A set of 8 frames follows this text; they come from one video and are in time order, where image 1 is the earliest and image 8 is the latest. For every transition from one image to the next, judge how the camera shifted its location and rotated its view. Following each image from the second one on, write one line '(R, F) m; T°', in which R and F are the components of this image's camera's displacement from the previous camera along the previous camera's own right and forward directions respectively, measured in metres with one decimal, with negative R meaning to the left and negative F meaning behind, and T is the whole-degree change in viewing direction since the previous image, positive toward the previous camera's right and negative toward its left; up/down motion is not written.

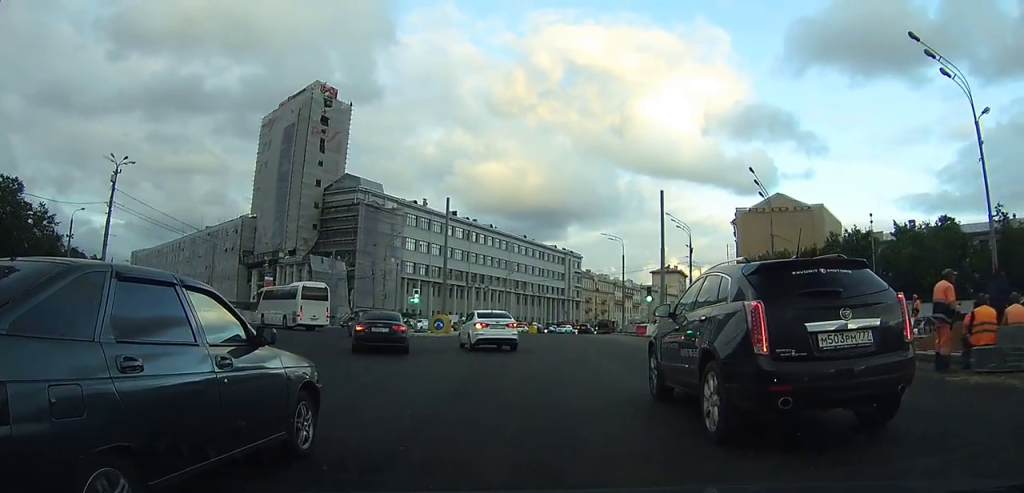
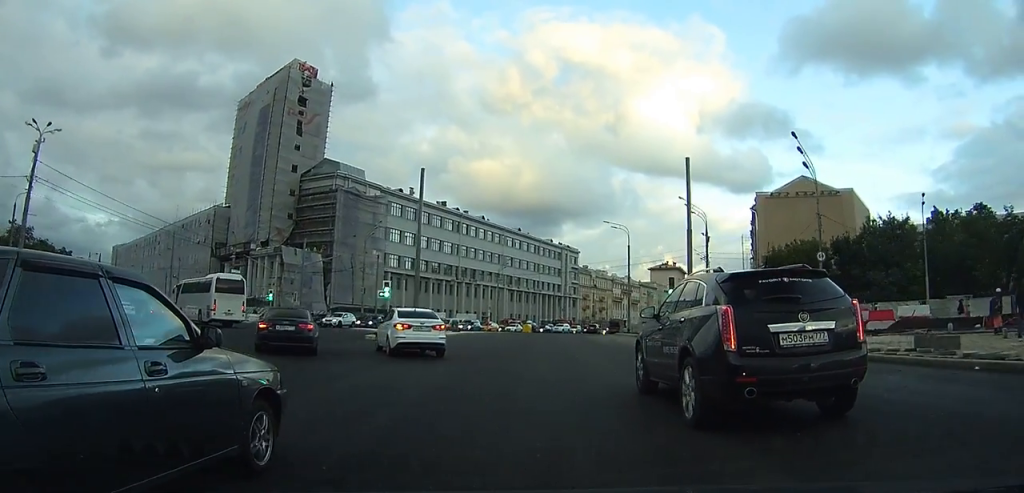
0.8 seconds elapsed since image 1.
(+0.1, +9.6) m; +1°
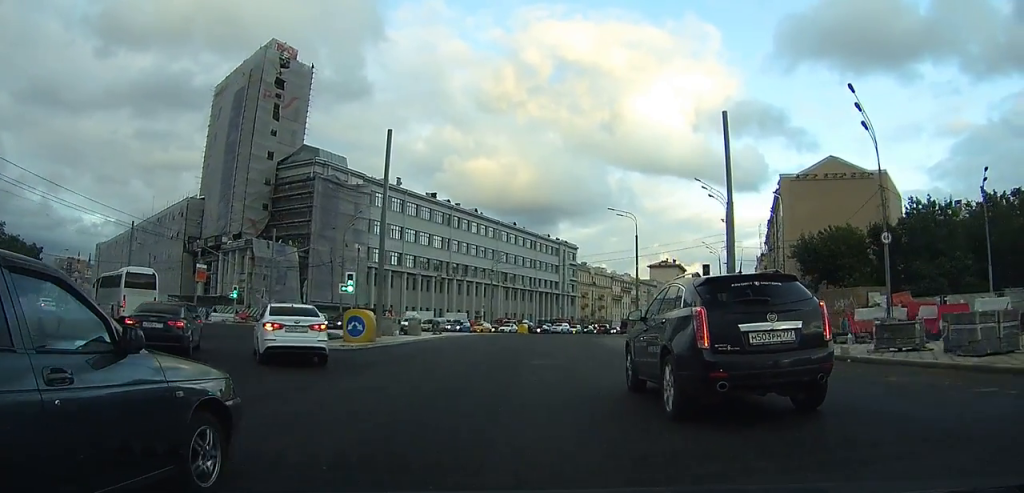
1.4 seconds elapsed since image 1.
(0.0, +8.5) m; 0°
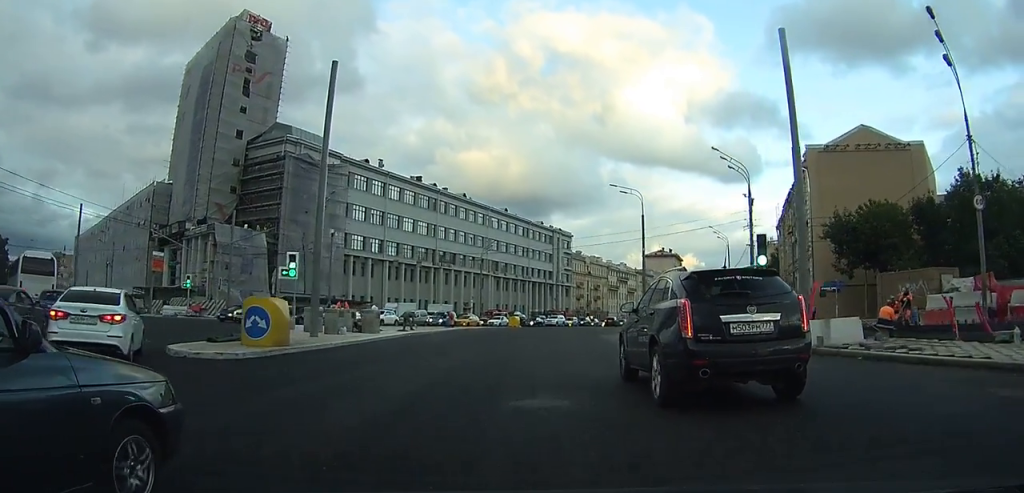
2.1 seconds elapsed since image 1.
(0.0, +8.1) m; 0°
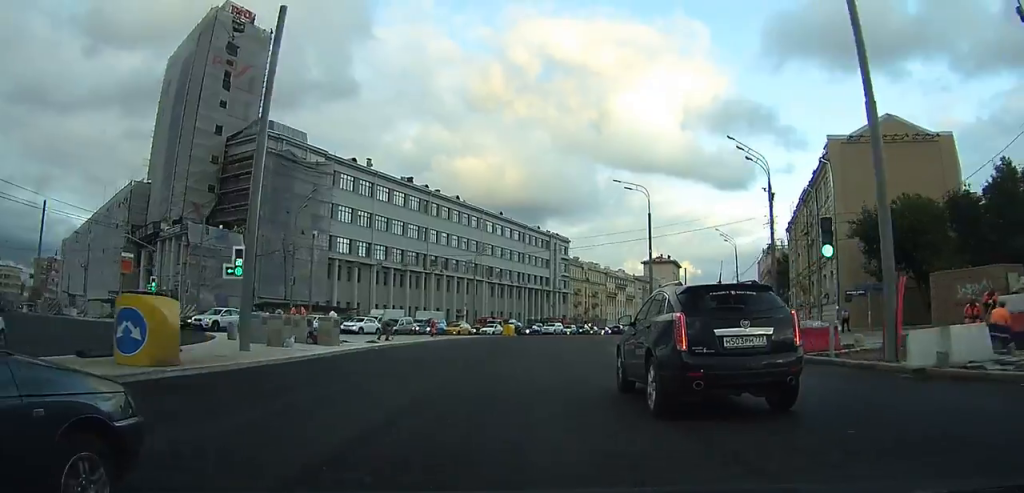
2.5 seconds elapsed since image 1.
(0.0, +5.2) m; 0°
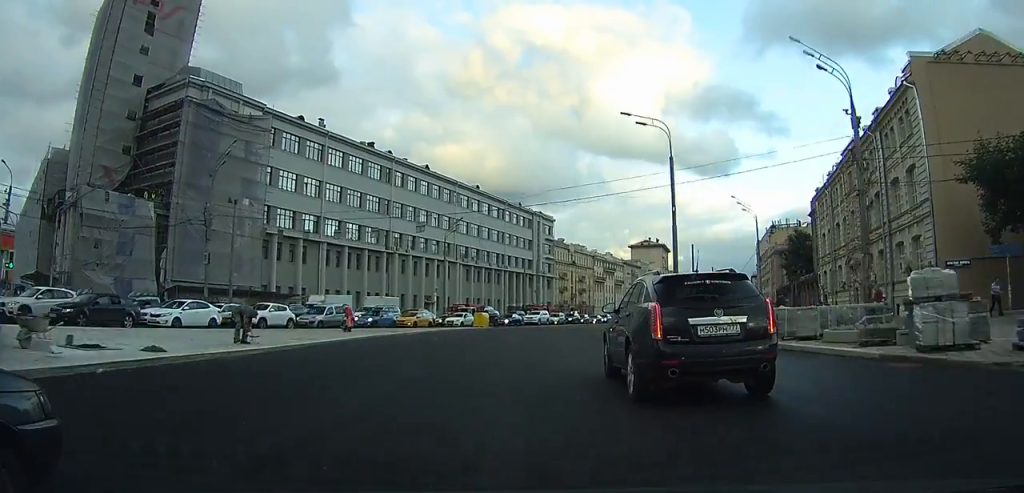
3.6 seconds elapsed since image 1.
(+0.2, +14.9) m; +1°
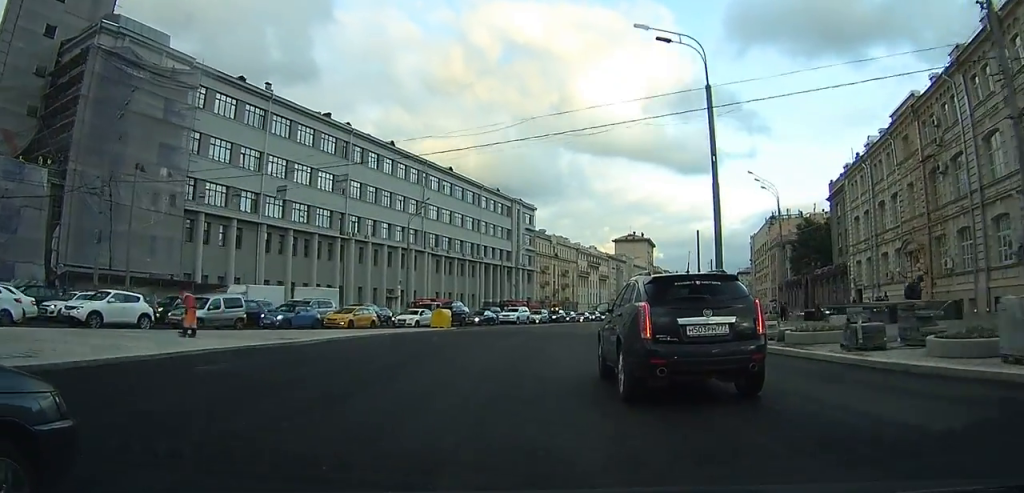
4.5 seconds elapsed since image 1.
(+0.1, +12.4) m; +1°
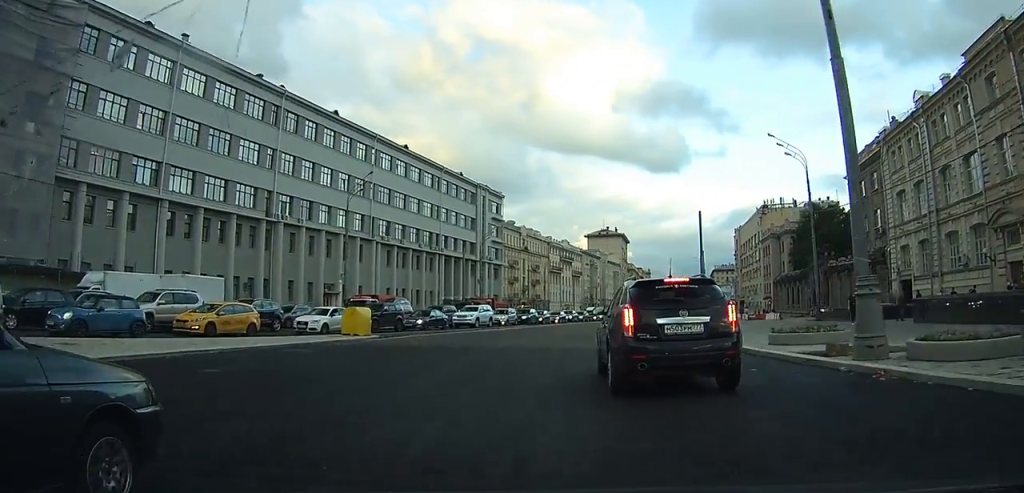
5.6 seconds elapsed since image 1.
(+0.2, +13.6) m; +2°
